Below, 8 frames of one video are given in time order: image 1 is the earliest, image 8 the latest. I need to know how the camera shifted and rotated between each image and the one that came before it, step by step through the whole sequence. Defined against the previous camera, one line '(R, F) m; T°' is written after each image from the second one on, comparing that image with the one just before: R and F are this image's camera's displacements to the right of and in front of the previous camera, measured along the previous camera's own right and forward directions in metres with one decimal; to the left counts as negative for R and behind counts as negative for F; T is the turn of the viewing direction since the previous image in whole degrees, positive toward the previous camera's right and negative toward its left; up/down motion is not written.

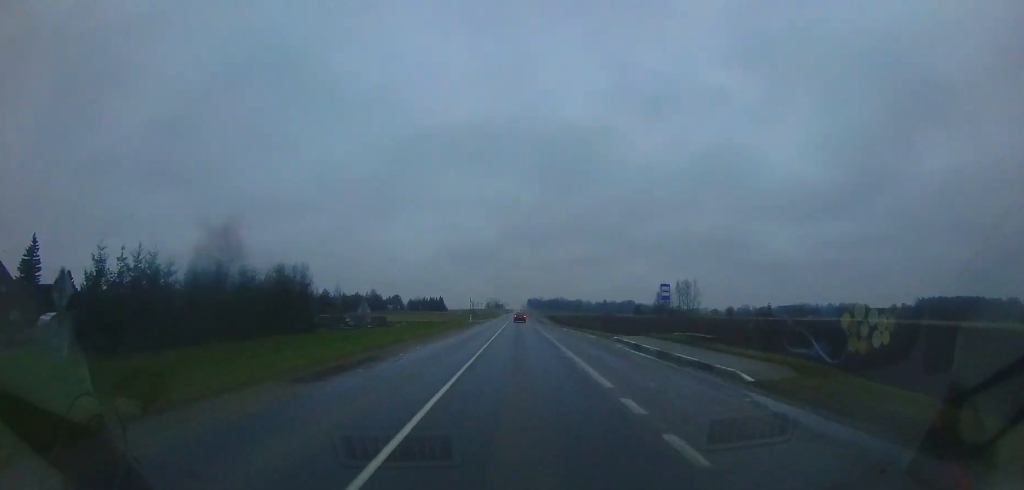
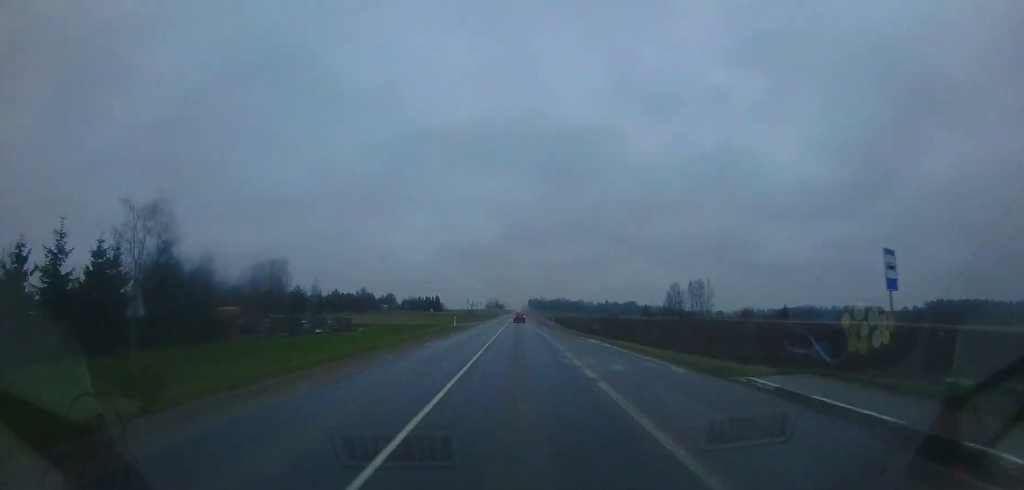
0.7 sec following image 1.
(-0.1, +14.0) m; +3°
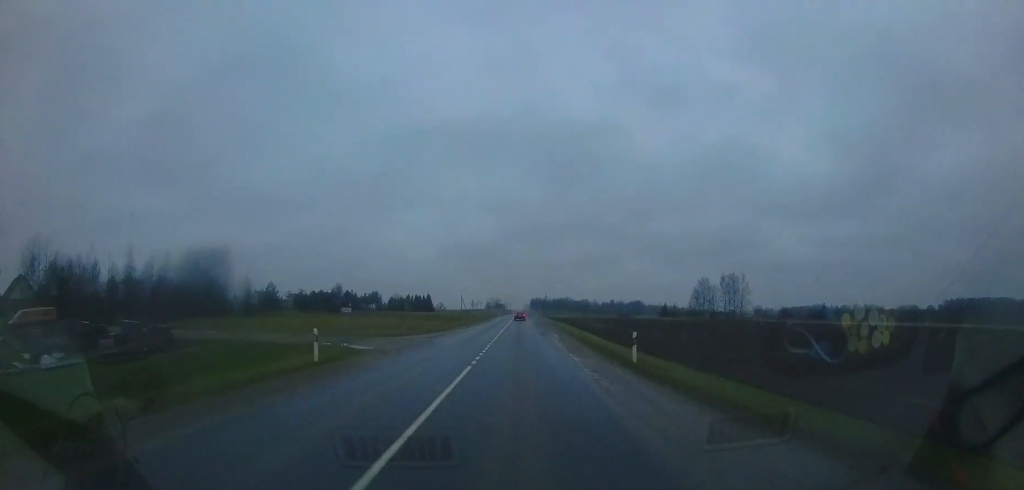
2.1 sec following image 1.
(+1.1, +29.1) m; +1°
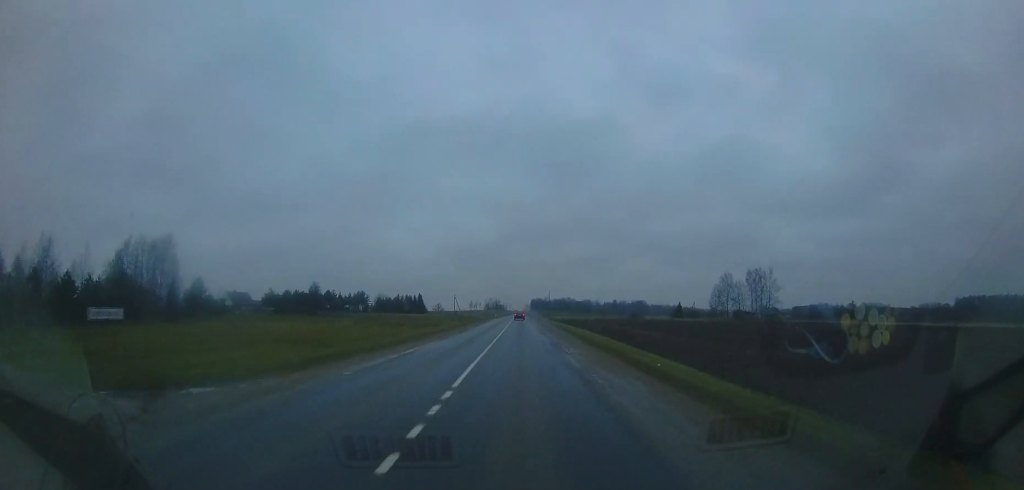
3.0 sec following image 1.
(-0.5, +19.0) m; -2°
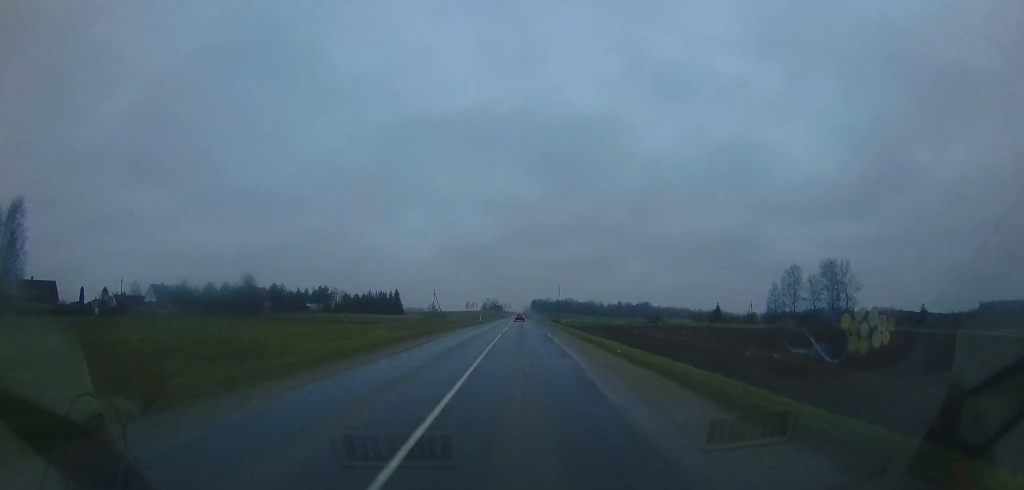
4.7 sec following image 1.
(-0.4, +37.9) m; 0°
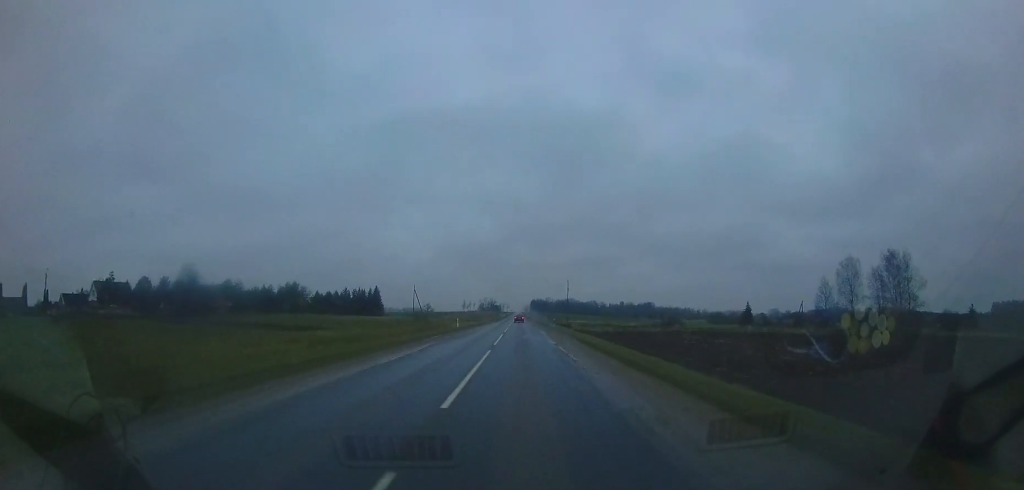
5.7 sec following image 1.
(+0.1, +21.9) m; -1°
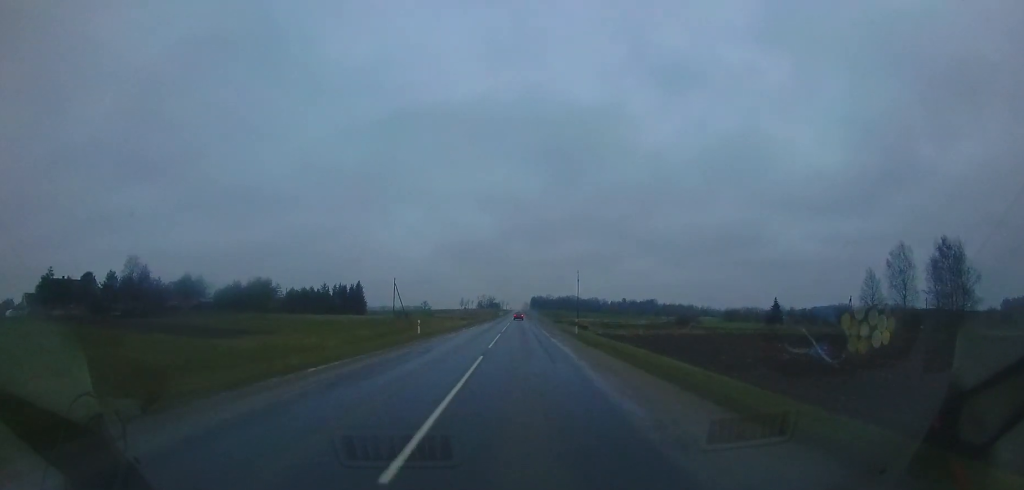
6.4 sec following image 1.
(-0.3, +15.5) m; -1°
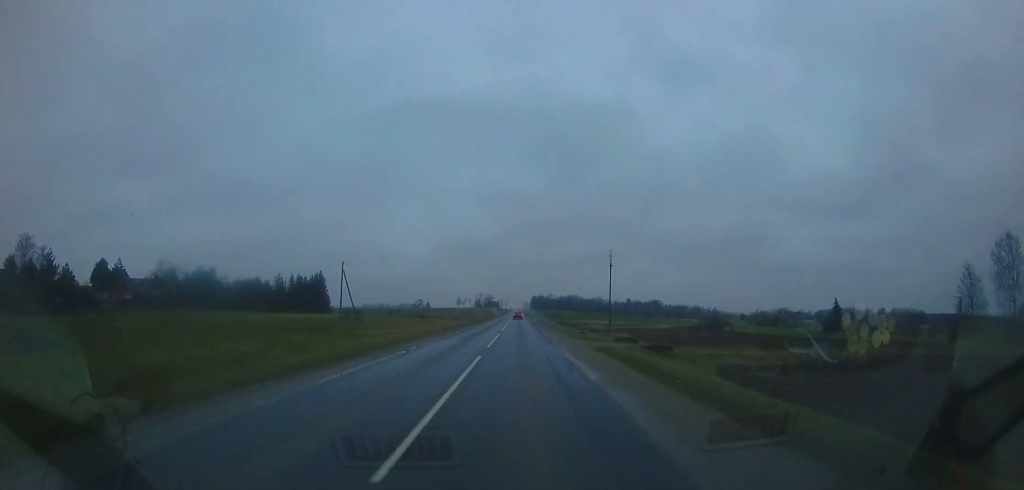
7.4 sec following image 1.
(-0.4, +25.1) m; 0°
